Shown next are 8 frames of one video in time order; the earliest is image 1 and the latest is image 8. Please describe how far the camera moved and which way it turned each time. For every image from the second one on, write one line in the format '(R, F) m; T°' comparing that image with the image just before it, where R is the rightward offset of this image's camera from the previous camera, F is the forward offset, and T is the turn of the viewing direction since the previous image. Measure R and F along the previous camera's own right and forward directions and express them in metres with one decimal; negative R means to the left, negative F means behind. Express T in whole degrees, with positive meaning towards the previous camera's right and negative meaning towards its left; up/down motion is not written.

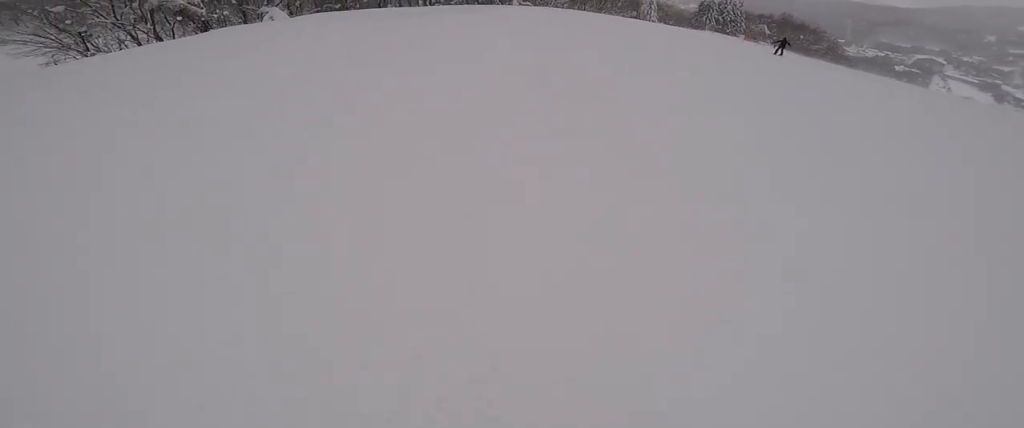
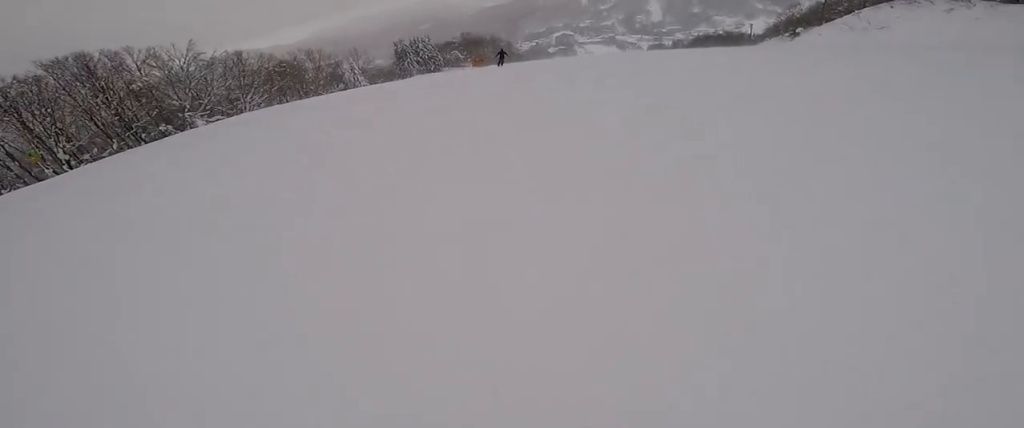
(+3.1, +7.4) m; +29°
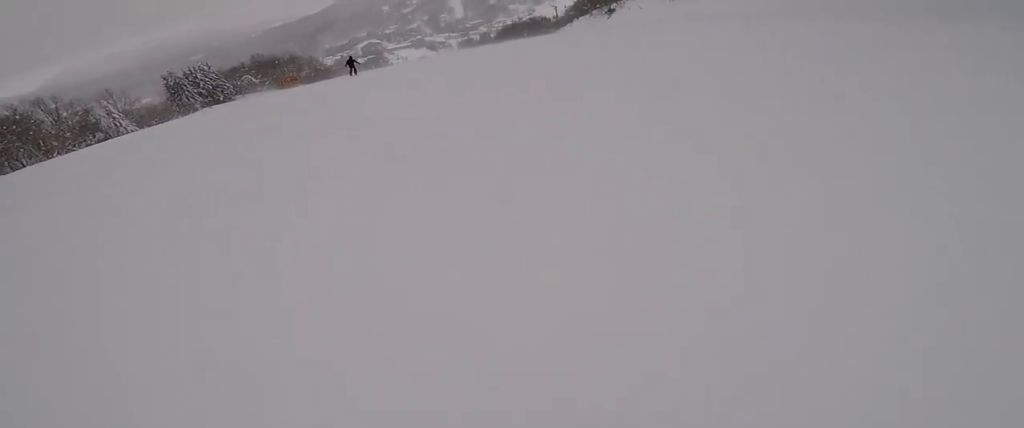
(+0.3, +7.5) m; +2°
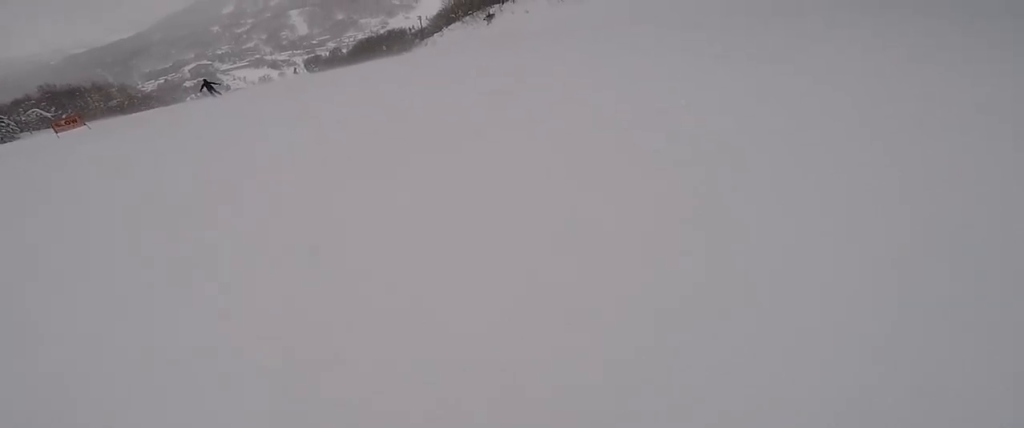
(0.0, +8.8) m; -2°
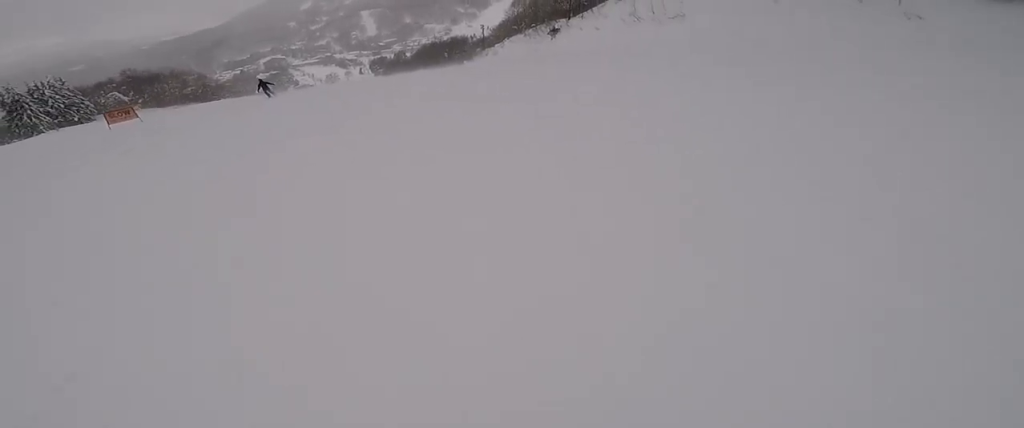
(+0.1, +2.9) m; -4°
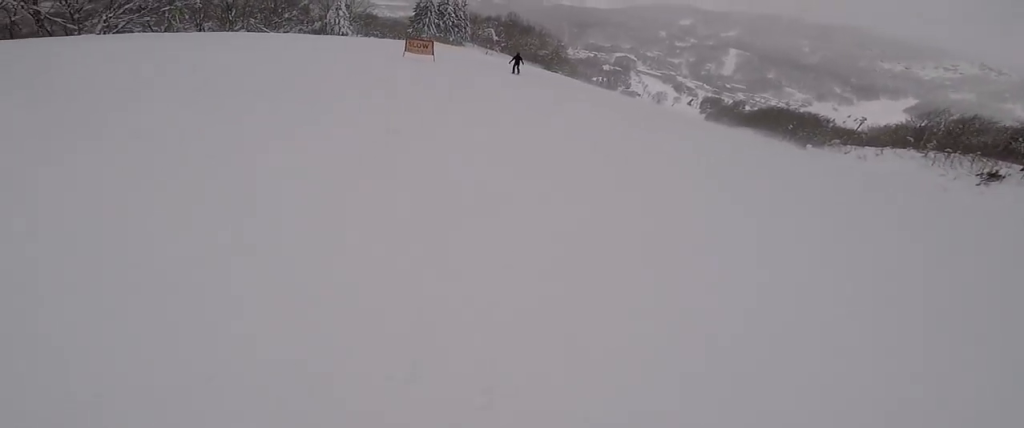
(-1.5, +9.1) m; -26°
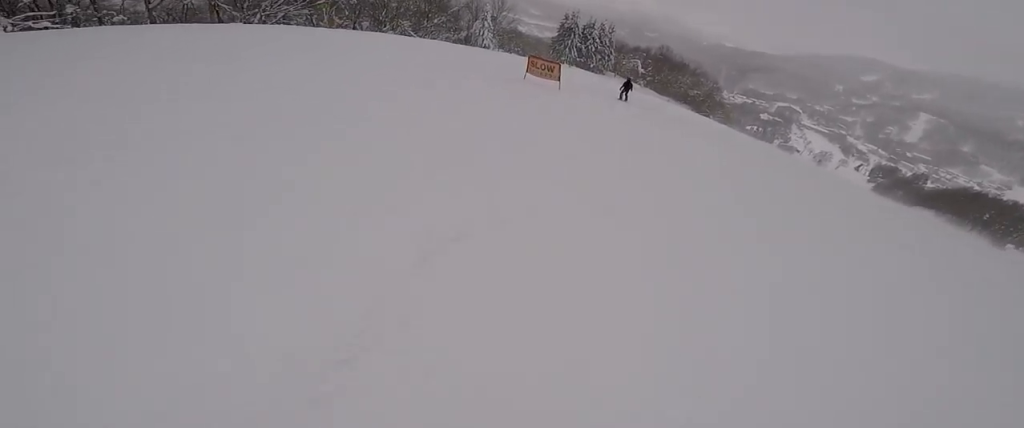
(-0.9, +4.4) m; -19°
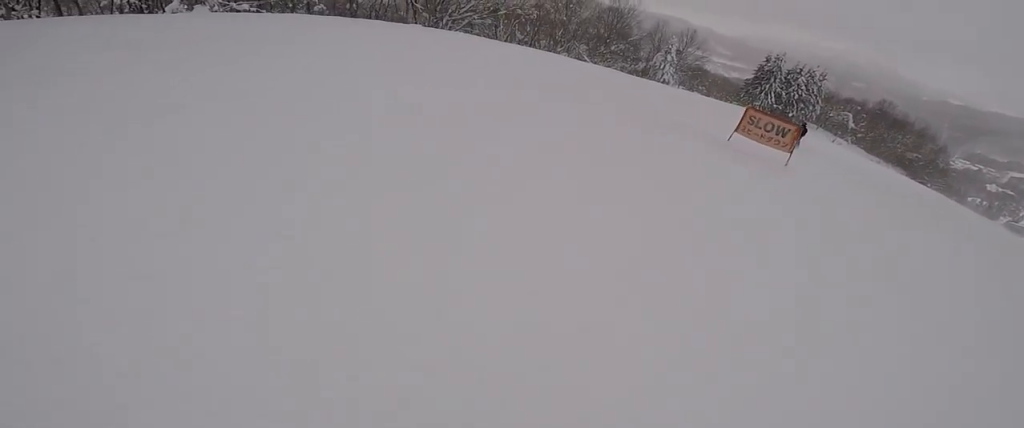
(-1.1, +5.2) m; -8°
